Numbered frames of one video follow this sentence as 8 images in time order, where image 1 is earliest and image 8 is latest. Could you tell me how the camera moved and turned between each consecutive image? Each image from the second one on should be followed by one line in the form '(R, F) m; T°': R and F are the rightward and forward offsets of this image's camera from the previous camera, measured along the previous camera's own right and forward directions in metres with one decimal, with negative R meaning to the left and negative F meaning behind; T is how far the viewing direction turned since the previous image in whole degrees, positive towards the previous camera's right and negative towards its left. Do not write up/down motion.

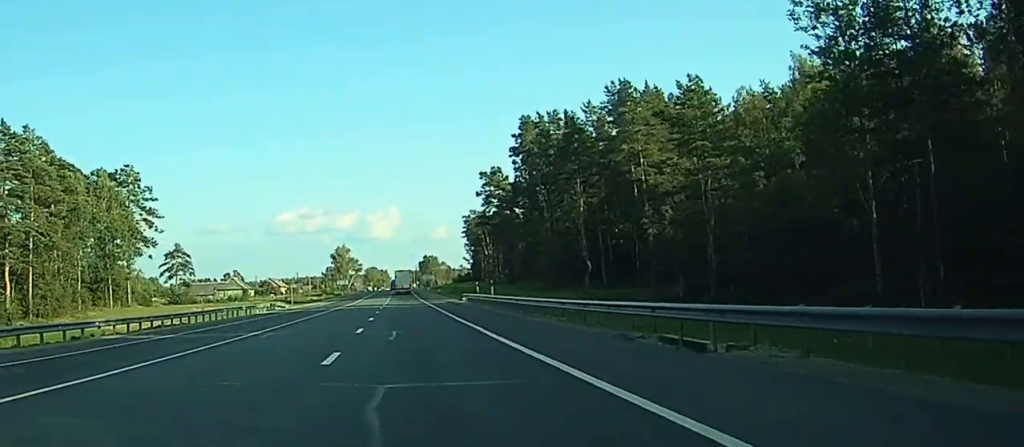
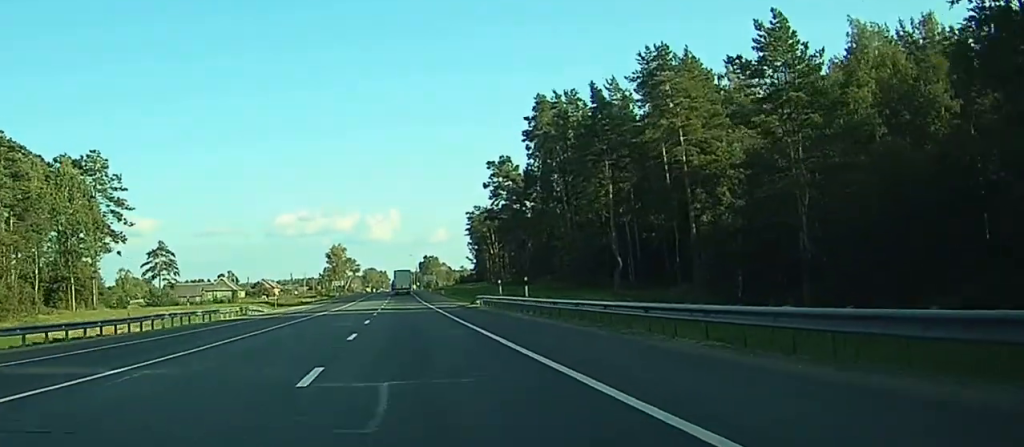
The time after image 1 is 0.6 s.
(0.0, +15.6) m; 0°
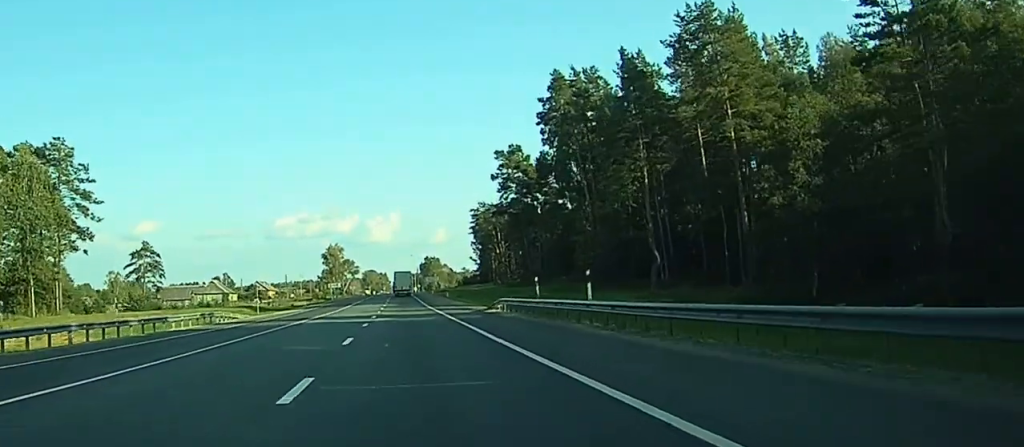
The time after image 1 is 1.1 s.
(0.0, +13.7) m; 0°
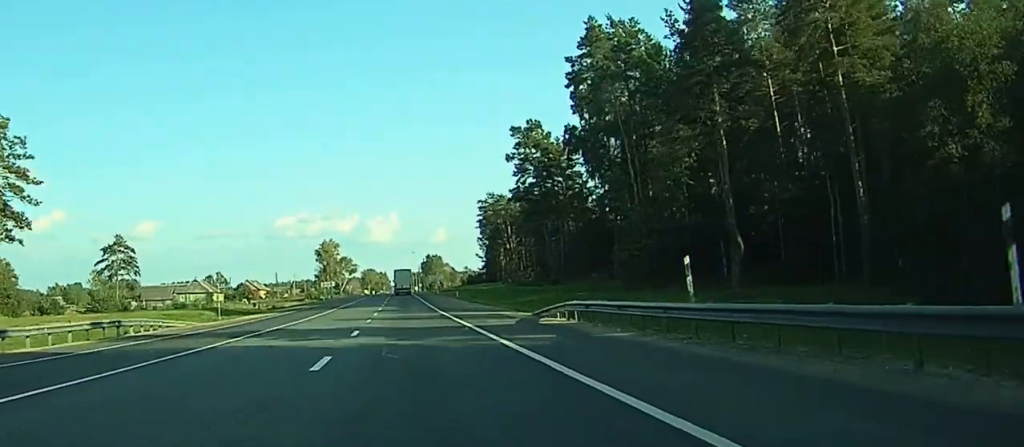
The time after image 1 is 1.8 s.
(0.0, +19.8) m; 0°
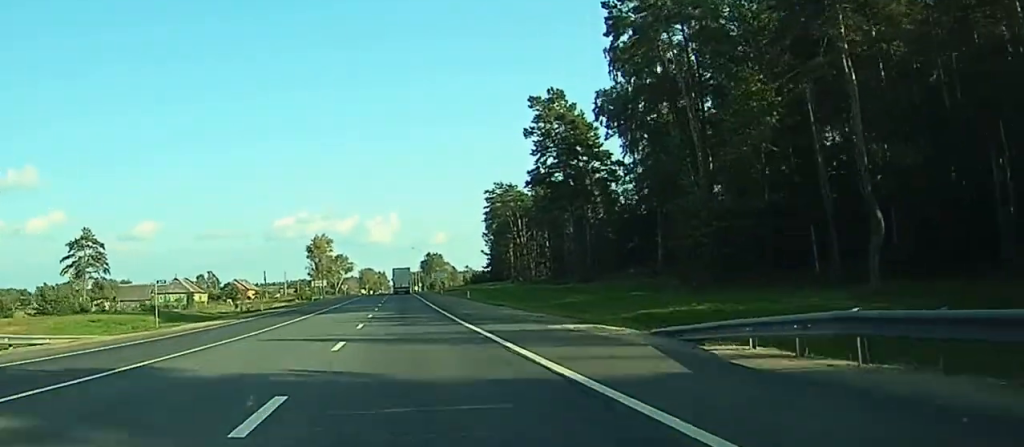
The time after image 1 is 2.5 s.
(0.0, +18.7) m; 0°
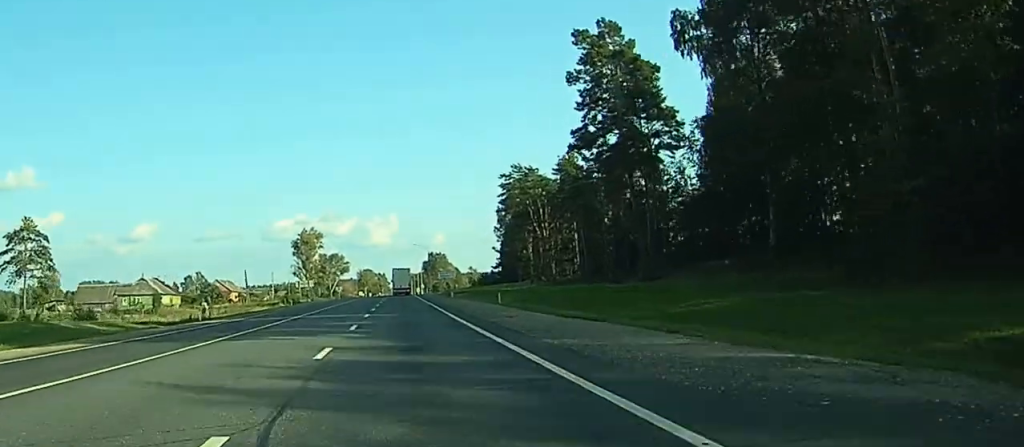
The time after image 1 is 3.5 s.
(0.0, +27.1) m; 0°
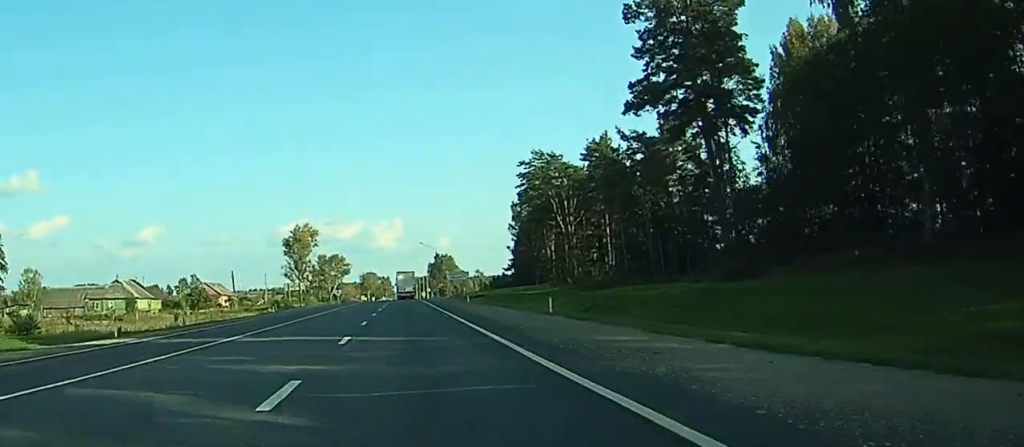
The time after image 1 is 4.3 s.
(0.0, +19.0) m; 0°
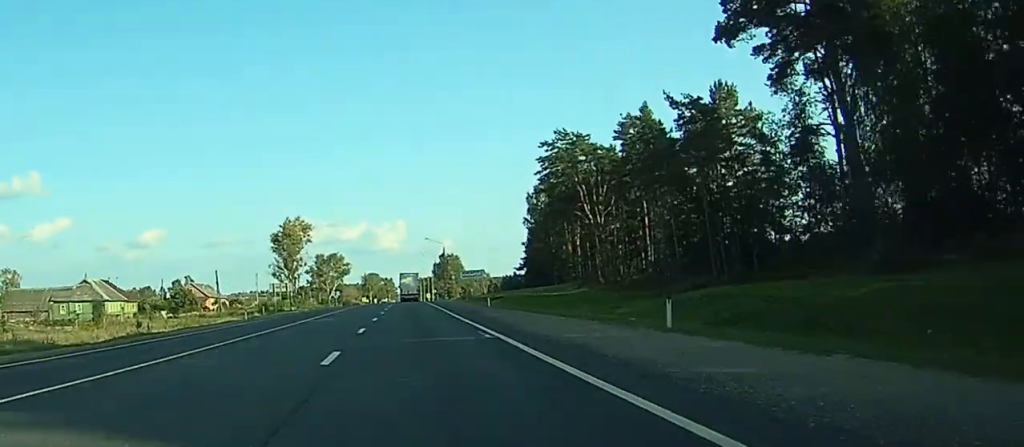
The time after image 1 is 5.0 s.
(0.0, +17.8) m; 0°
